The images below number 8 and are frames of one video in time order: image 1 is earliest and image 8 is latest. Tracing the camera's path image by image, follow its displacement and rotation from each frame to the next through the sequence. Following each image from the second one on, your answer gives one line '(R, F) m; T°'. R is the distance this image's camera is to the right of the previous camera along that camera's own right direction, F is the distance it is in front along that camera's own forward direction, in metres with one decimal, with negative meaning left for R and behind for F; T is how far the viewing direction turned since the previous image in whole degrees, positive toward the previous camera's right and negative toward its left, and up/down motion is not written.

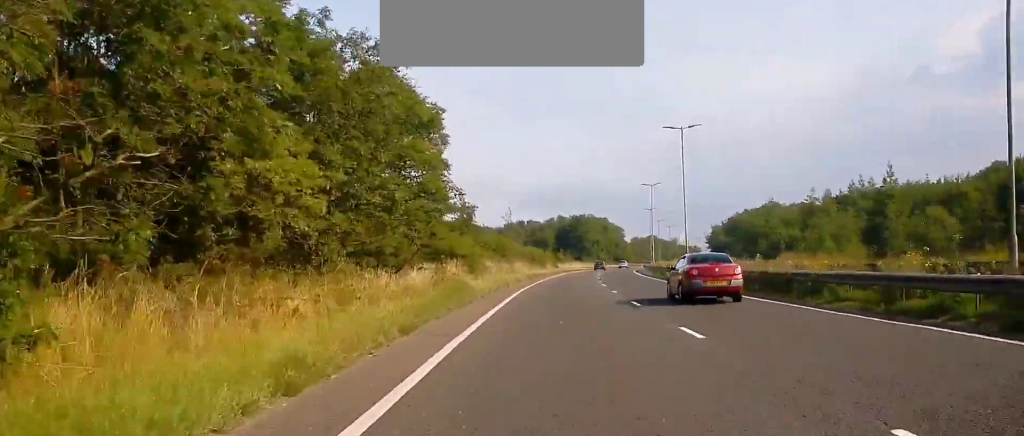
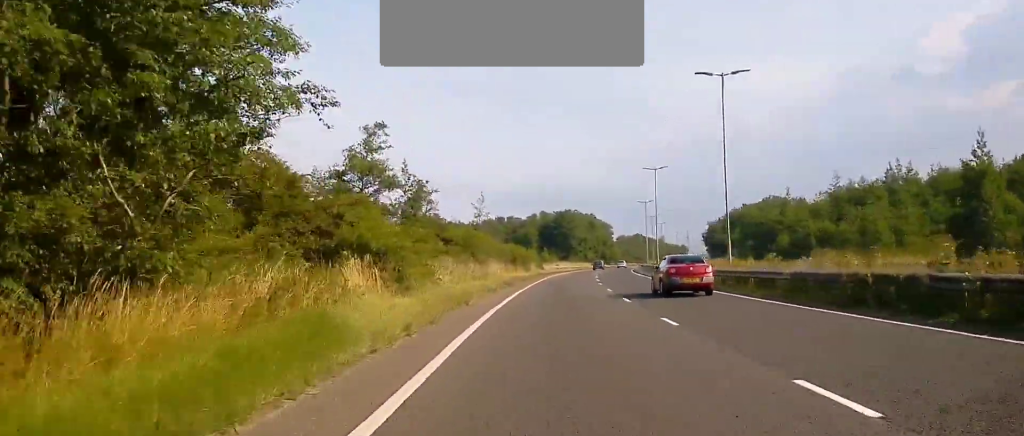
(+0.2, +15.5) m; +2°
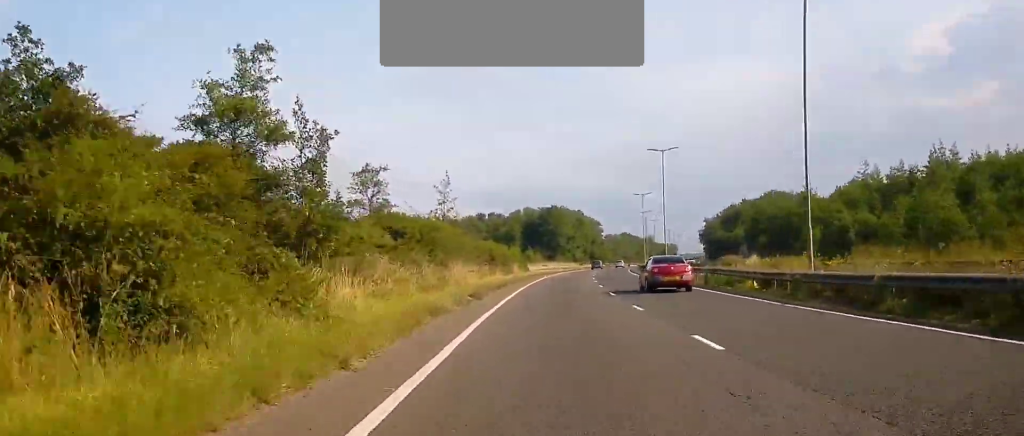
(0.0, +12.9) m; +1°
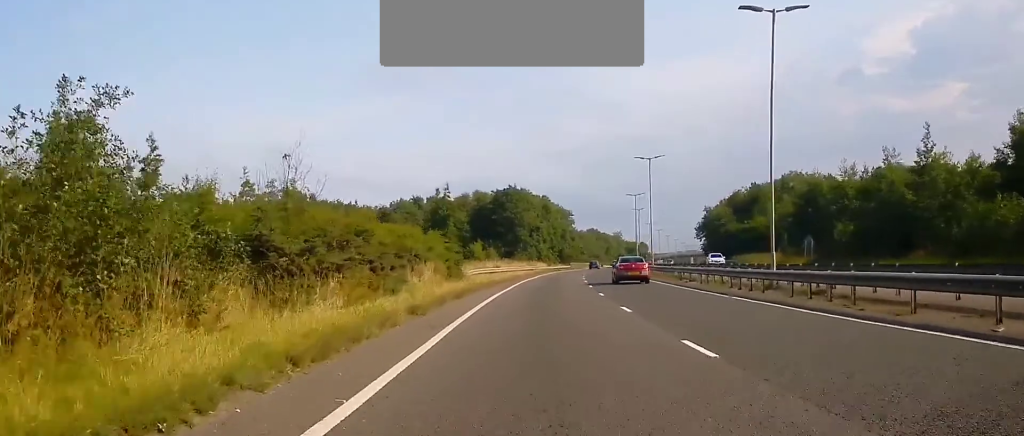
(+1.1, +37.1) m; +3°
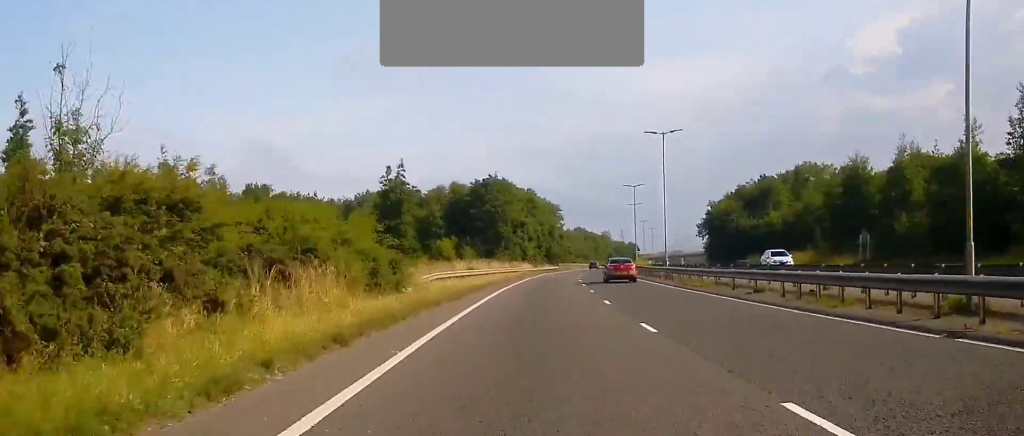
(-0.1, +14.0) m; +1°
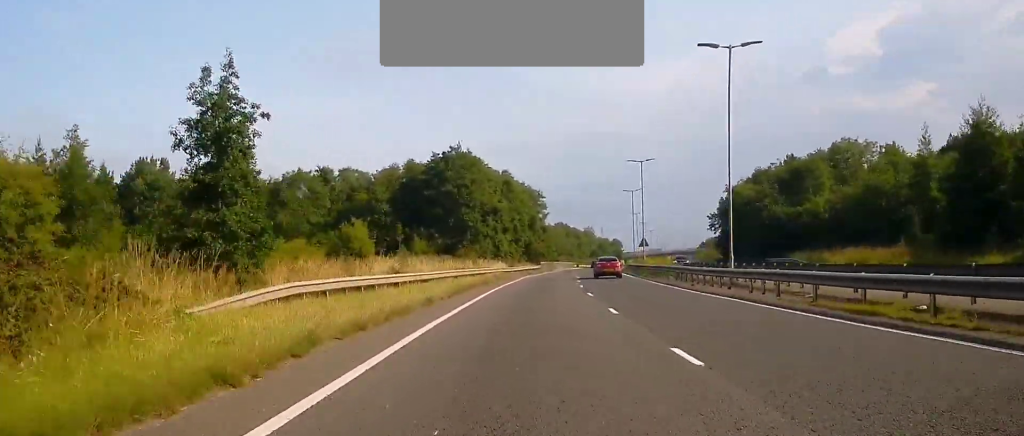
(+0.5, +22.4) m; +2°
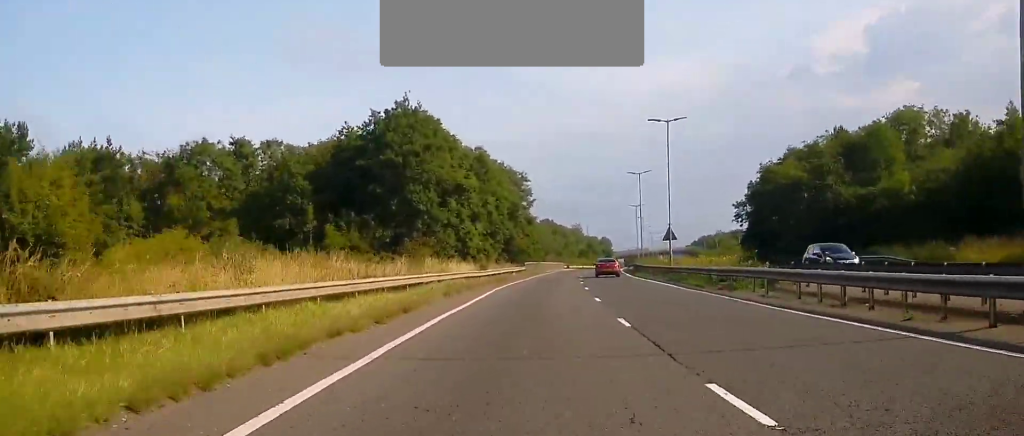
(+0.1, +21.5) m; +1°
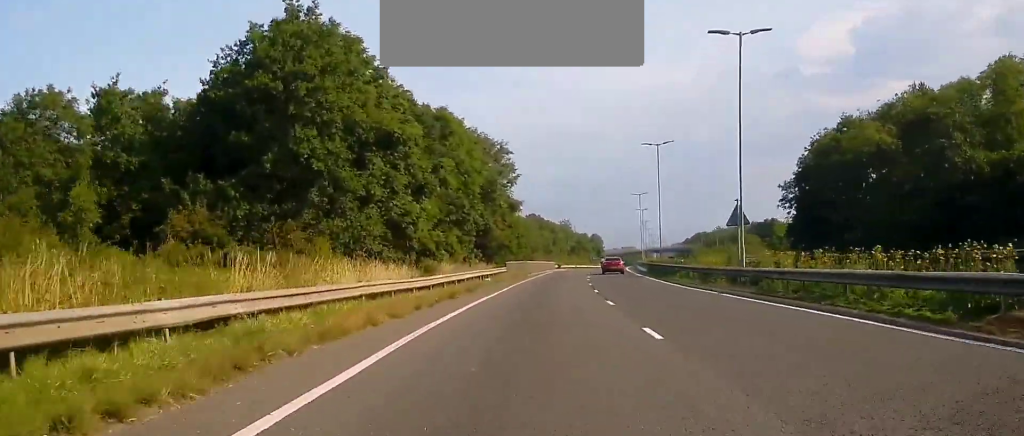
(+0.2, +20.6) m; +1°
